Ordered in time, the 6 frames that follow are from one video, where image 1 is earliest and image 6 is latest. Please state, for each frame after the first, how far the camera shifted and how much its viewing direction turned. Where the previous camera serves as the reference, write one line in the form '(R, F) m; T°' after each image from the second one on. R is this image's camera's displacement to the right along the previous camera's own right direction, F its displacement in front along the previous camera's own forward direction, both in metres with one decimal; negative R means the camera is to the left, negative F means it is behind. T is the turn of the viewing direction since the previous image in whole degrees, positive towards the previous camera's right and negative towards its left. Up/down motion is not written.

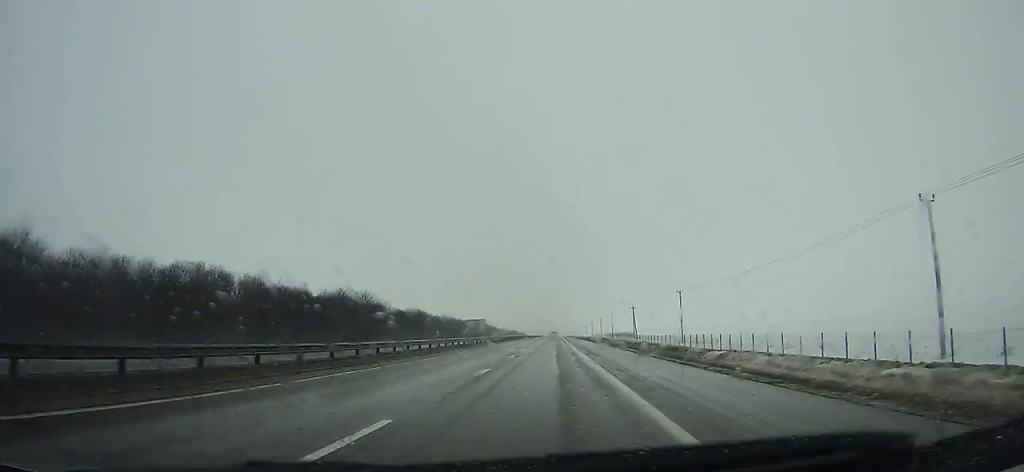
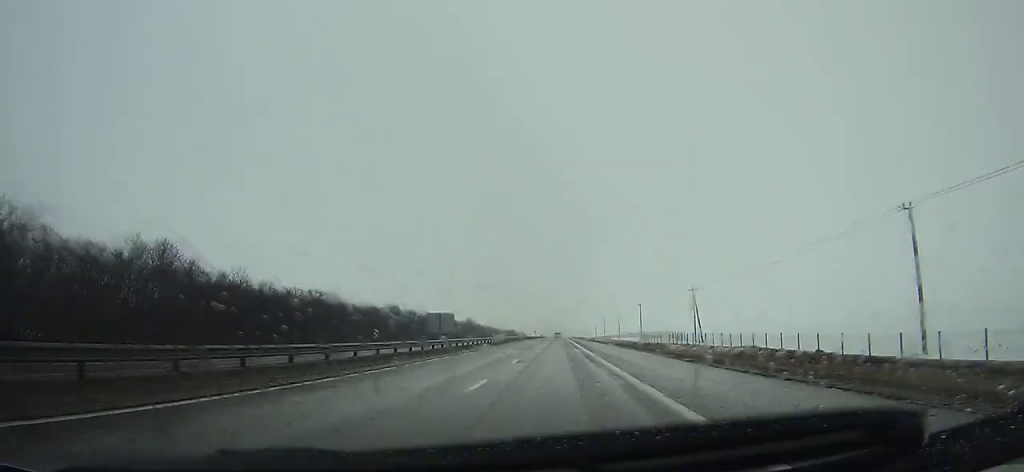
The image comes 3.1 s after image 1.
(-0.1, +63.7) m; 0°
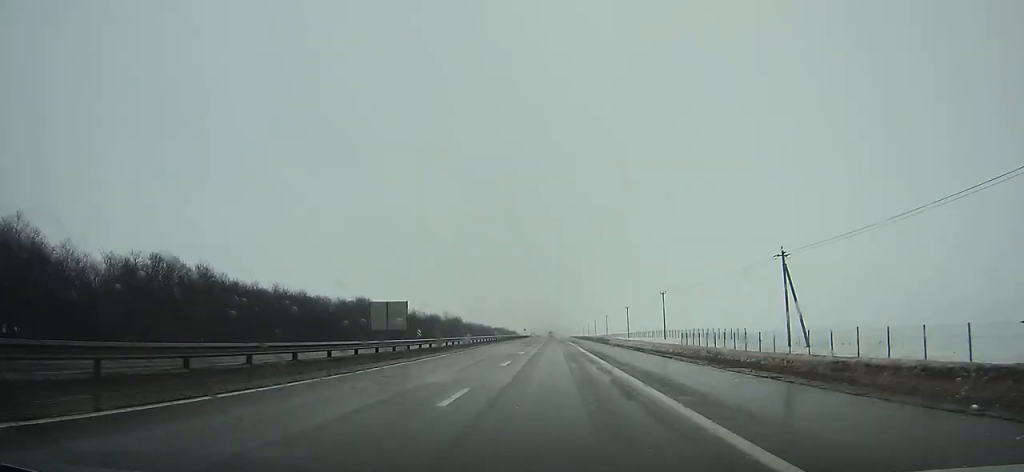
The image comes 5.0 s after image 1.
(+0.1, +39.1) m; 0°
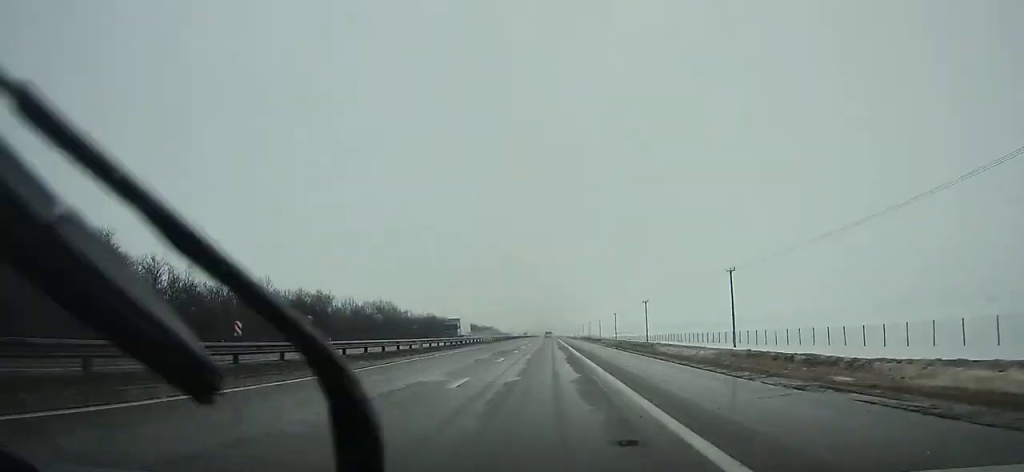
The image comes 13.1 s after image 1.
(+0.2, +166.2) m; 0°
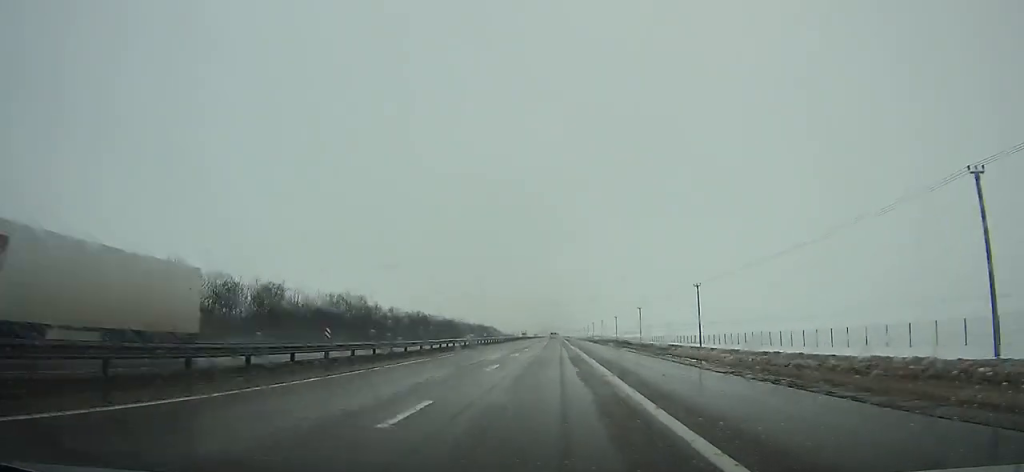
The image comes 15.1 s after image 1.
(-0.1, +40.9) m; 0°
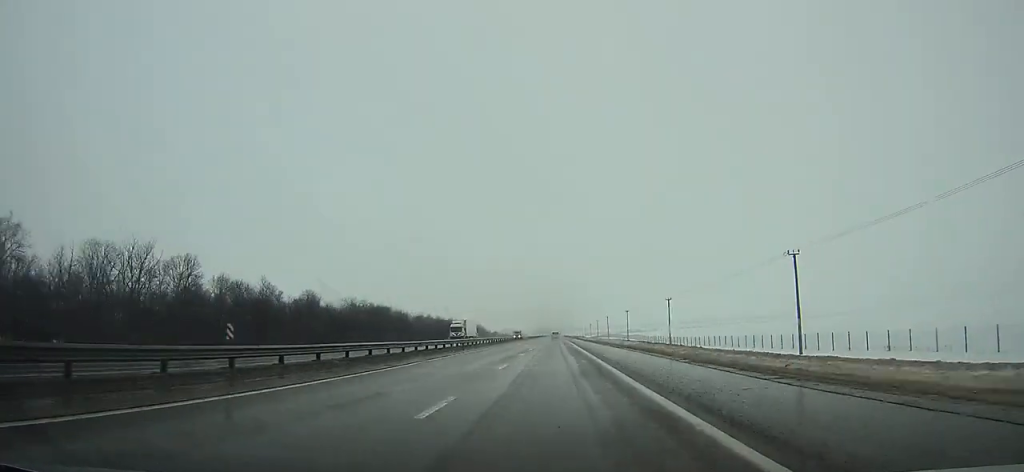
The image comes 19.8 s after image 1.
(-0.2, +95.9) m; 0°
